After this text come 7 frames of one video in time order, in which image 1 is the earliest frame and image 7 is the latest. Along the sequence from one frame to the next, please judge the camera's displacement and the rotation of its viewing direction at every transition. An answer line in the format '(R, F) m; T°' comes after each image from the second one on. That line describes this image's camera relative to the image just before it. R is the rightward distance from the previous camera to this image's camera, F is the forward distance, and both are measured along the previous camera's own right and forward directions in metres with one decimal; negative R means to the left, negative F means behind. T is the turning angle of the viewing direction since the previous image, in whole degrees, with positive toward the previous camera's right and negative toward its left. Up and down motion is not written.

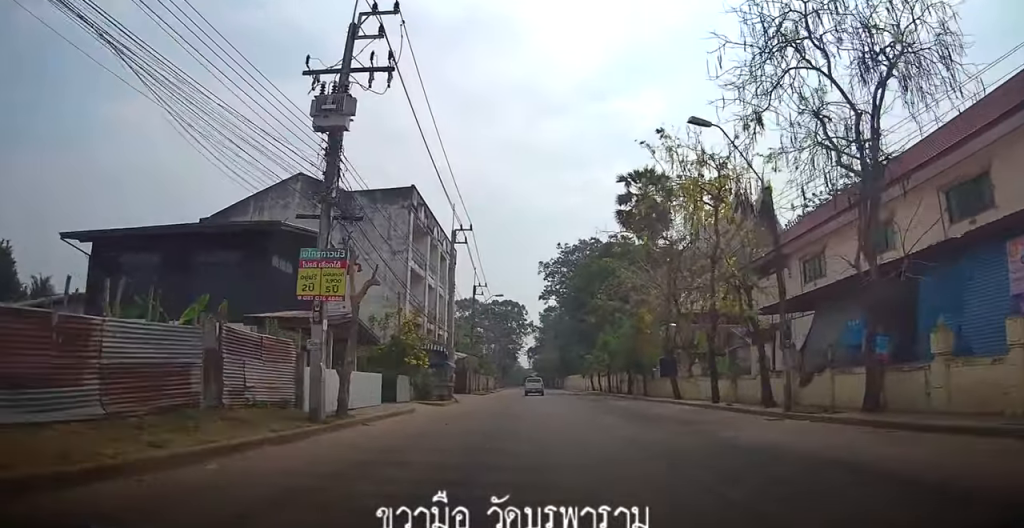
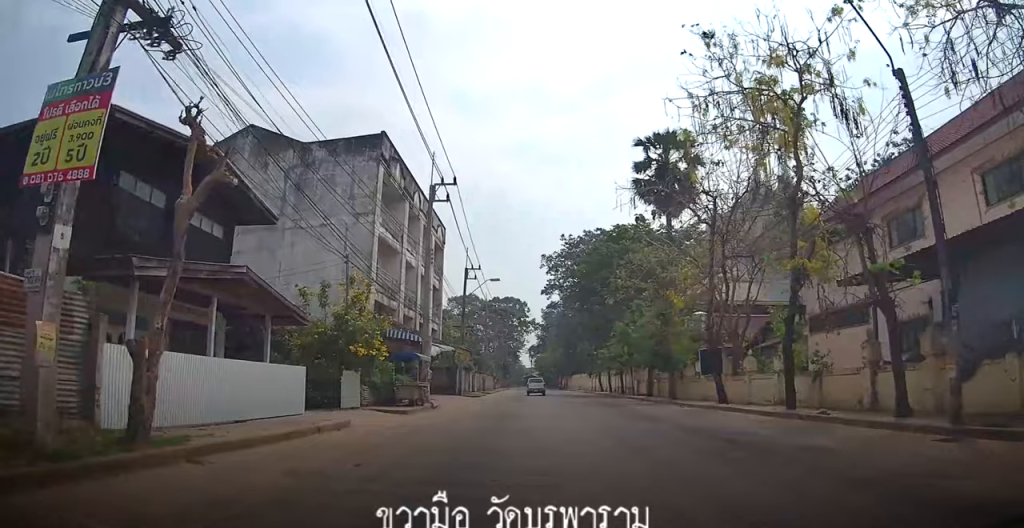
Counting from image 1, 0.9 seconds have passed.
(+0.2, +8.2) m; +1°
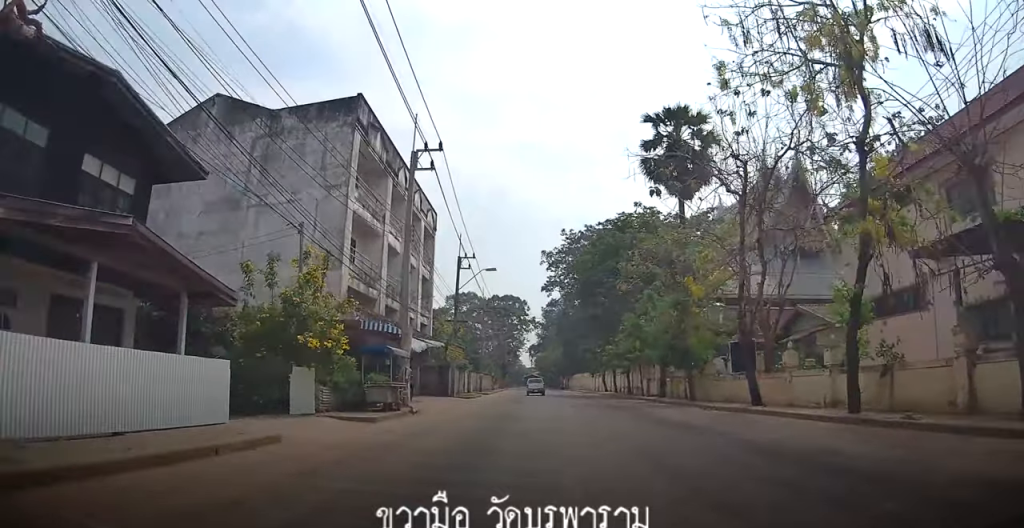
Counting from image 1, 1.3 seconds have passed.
(0.0, +4.3) m; 0°
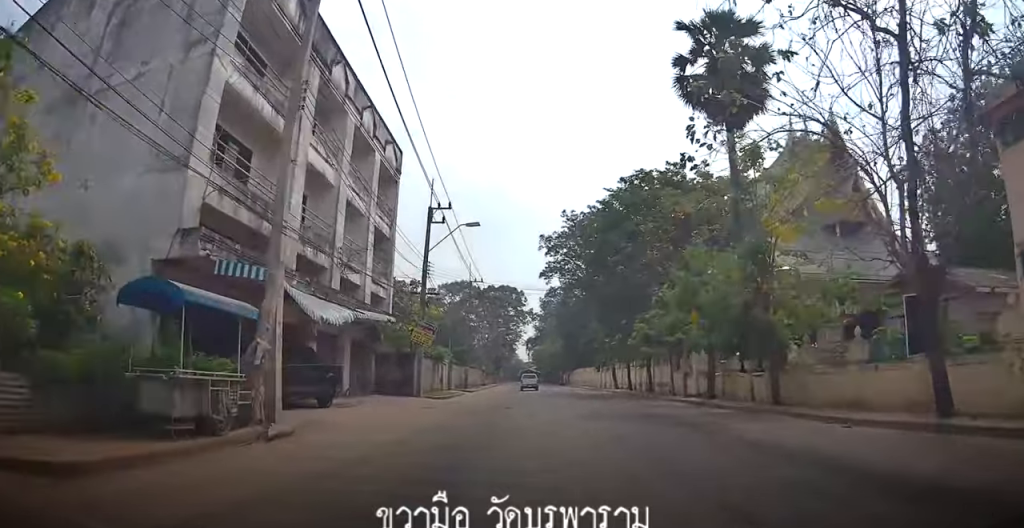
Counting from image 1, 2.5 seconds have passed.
(0.0, +10.9) m; 0°
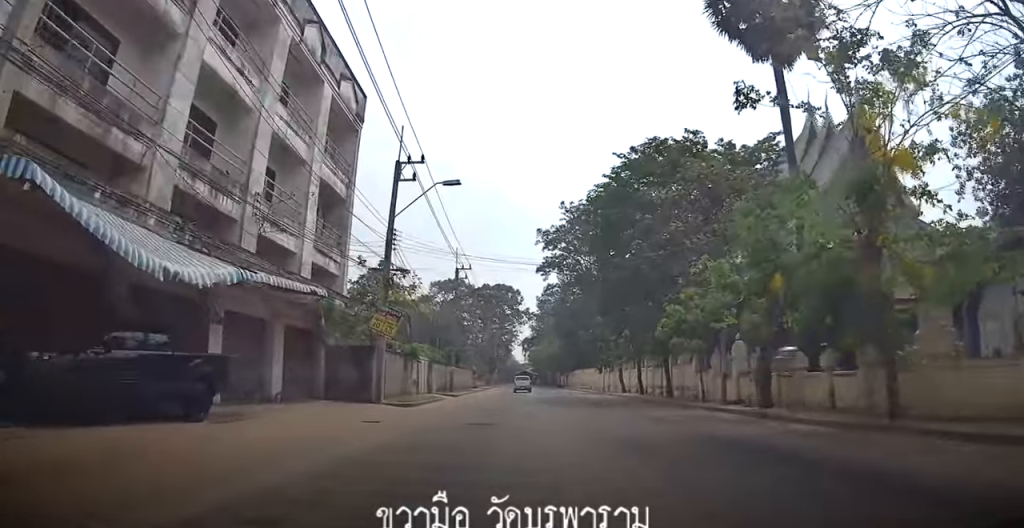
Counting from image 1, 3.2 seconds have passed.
(0.0, +6.8) m; +1°
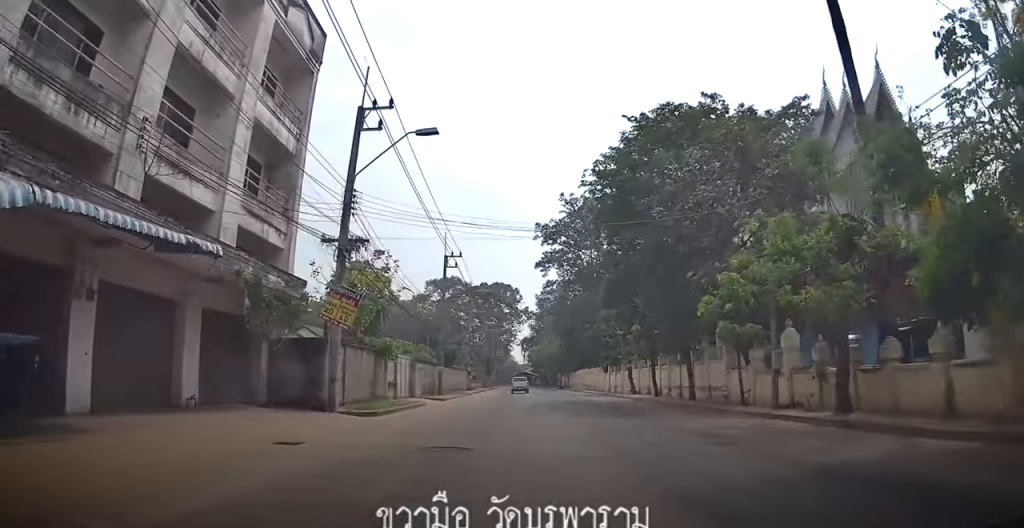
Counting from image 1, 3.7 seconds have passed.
(0.0, +5.3) m; +1°
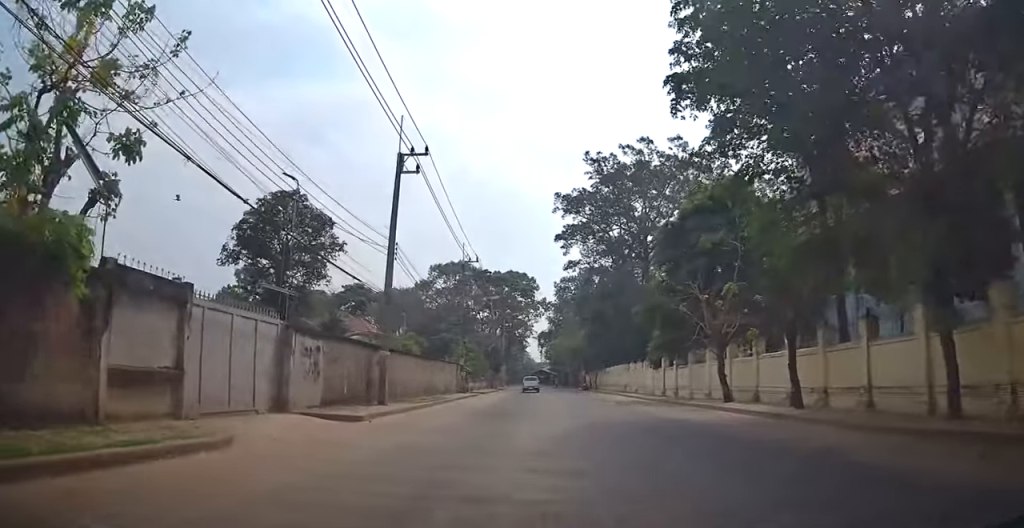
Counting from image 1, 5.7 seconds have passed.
(0.0, +19.6) m; -1°
